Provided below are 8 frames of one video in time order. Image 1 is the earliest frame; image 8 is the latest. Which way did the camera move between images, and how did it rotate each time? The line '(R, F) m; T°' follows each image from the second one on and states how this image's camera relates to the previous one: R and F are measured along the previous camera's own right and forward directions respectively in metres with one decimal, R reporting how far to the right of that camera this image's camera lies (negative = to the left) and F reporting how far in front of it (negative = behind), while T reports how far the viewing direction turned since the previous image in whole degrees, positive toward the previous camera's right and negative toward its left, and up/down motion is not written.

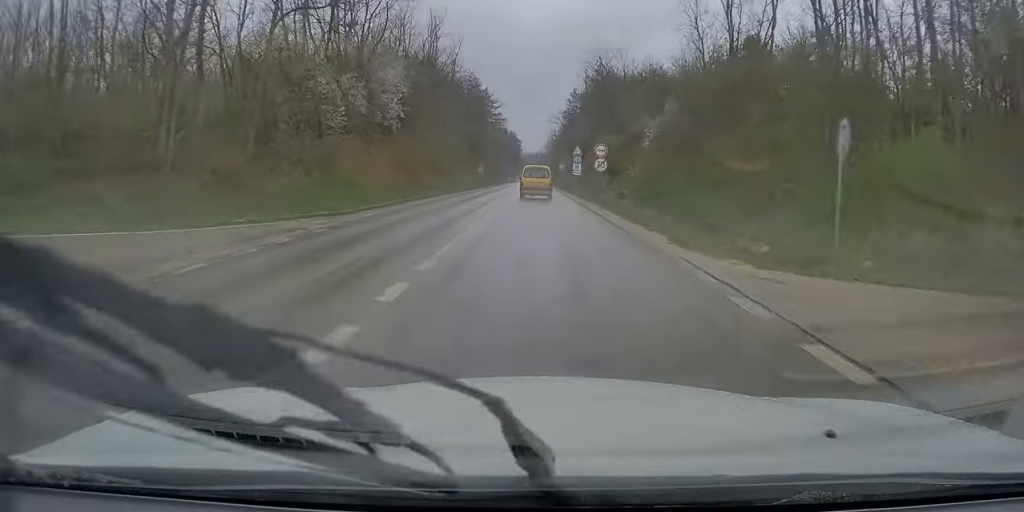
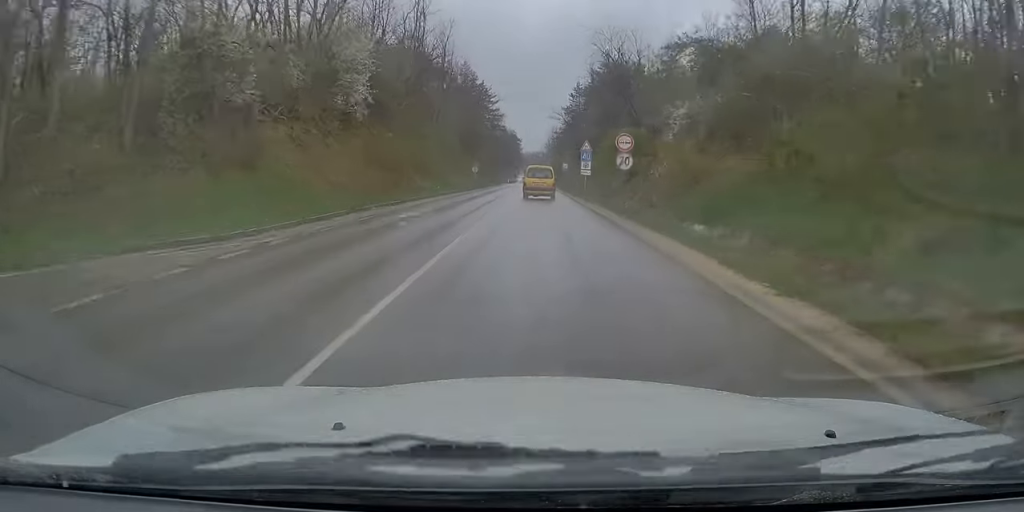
(-0.1, +8.8) m; 0°
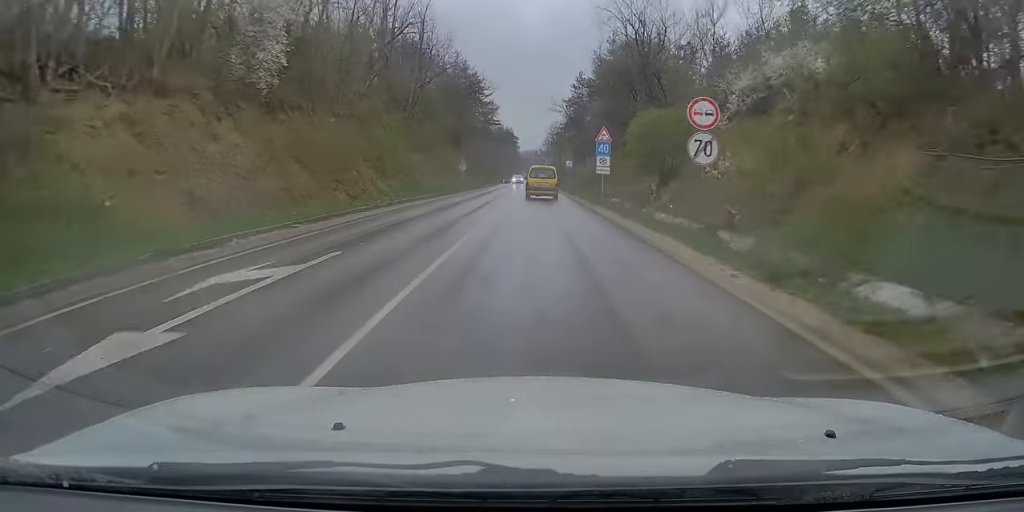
(-0.1, +12.2) m; 0°
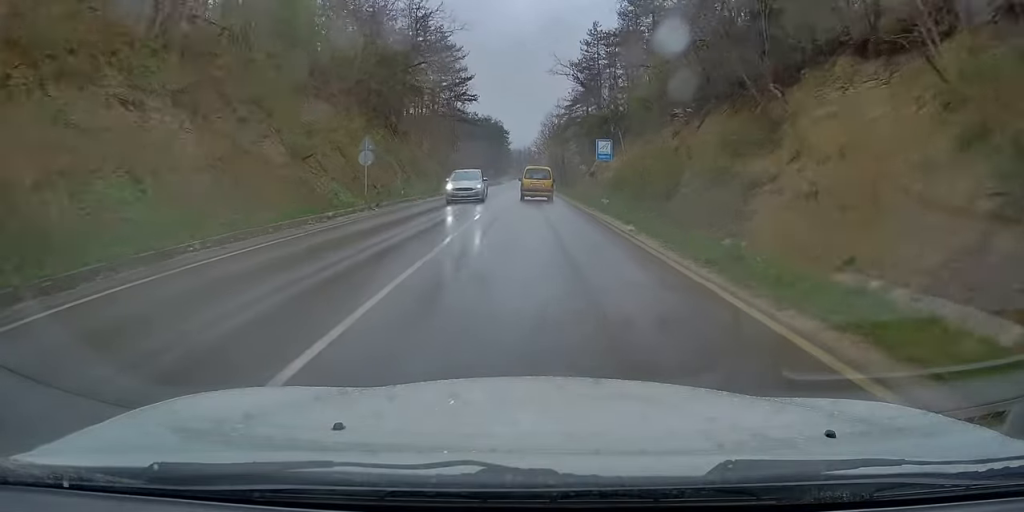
(-0.1, +36.6) m; 0°
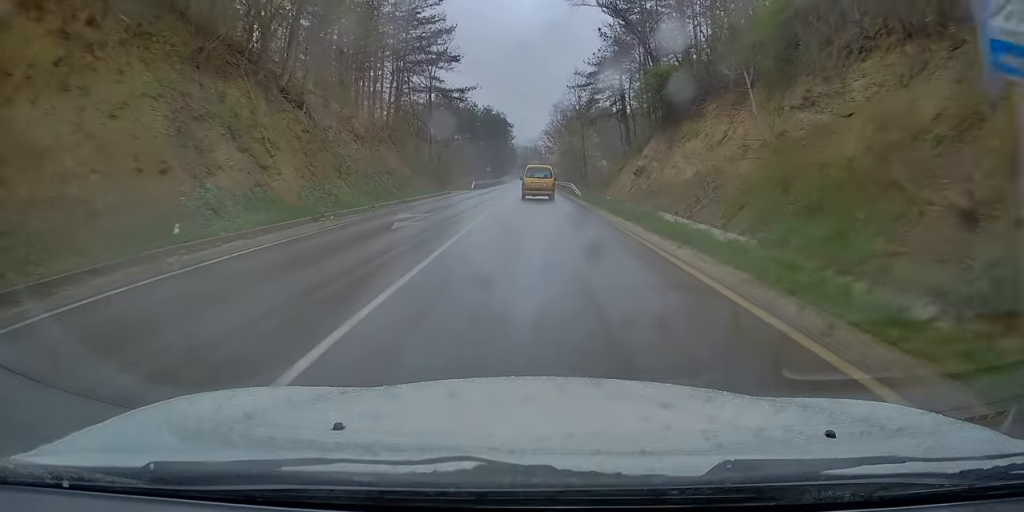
(+0.4, +25.6) m; 0°
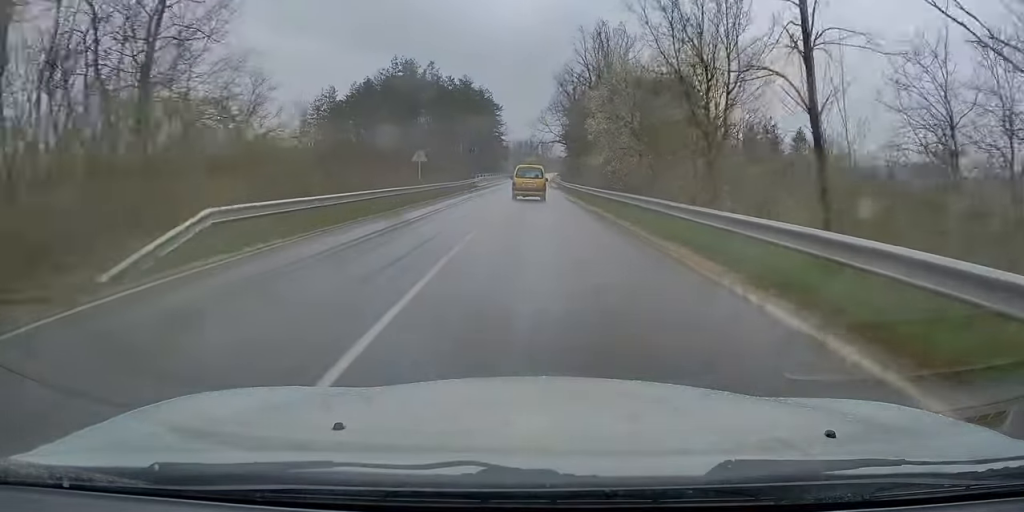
(-0.2, +54.6) m; +1°
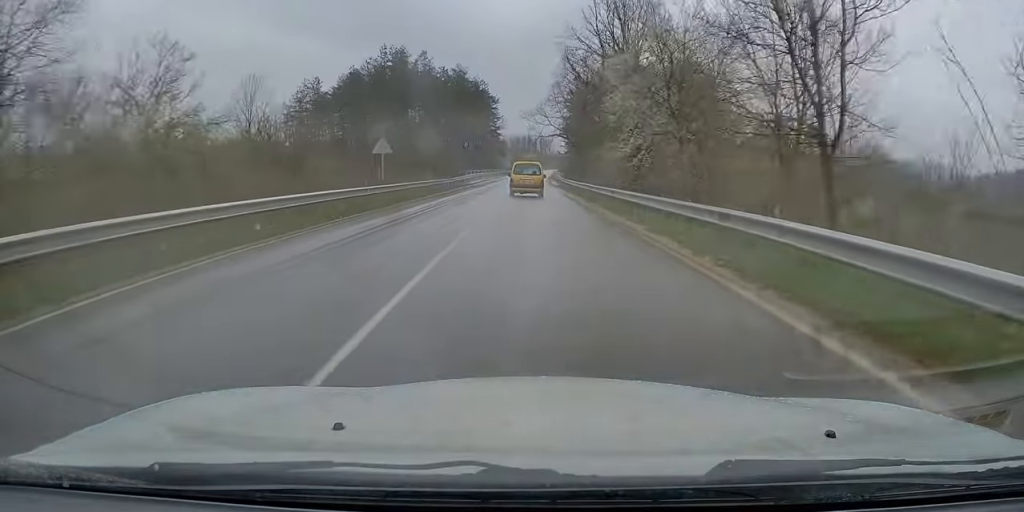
(+0.1, +8.6) m; 0°
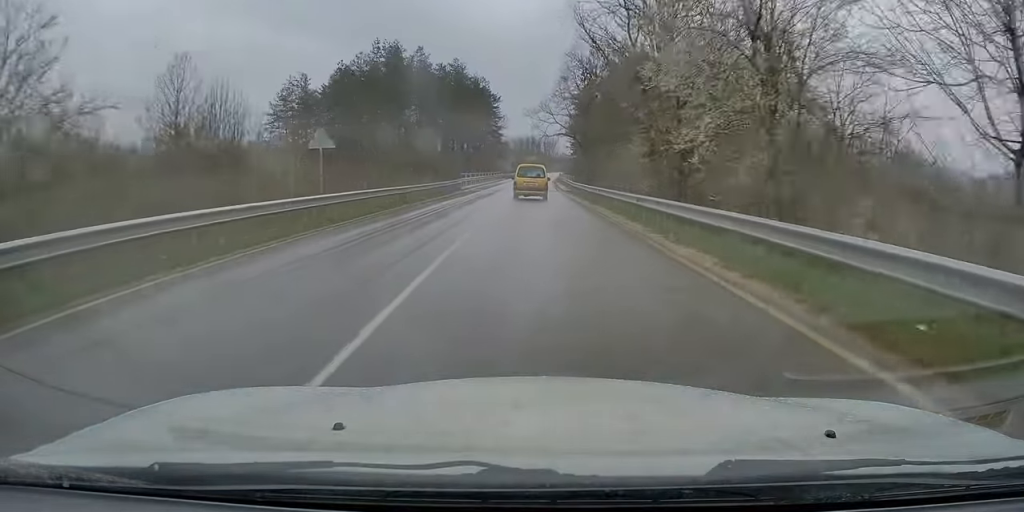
(+0.2, +8.6) m; 0°
